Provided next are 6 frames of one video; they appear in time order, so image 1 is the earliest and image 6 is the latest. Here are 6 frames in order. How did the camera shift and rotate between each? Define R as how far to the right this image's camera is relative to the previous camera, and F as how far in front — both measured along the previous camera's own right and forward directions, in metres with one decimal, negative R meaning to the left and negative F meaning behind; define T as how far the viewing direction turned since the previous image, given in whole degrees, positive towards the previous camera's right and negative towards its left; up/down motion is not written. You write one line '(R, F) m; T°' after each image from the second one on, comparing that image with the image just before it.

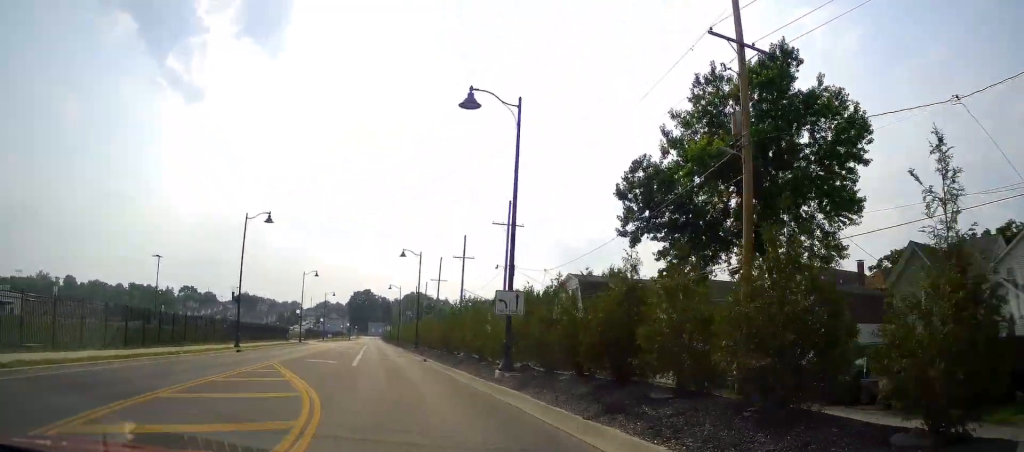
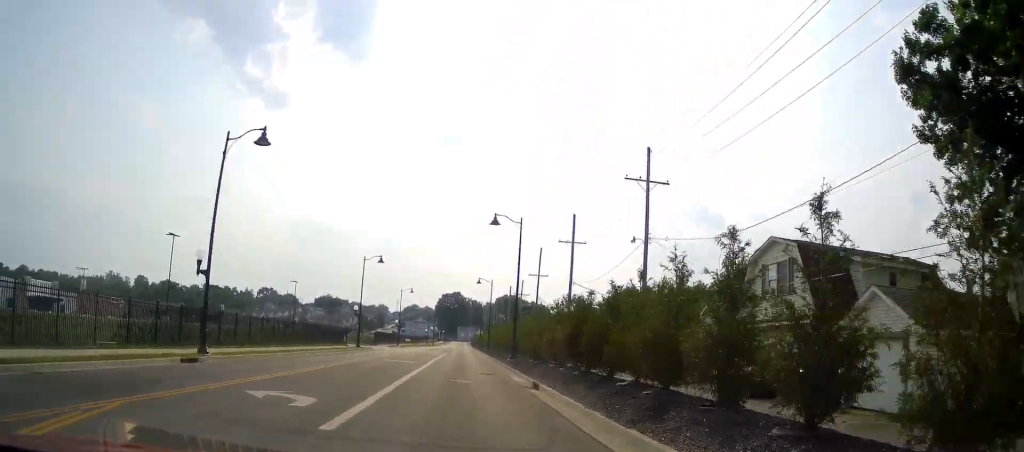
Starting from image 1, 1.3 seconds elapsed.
(-1.2, +15.9) m; -6°
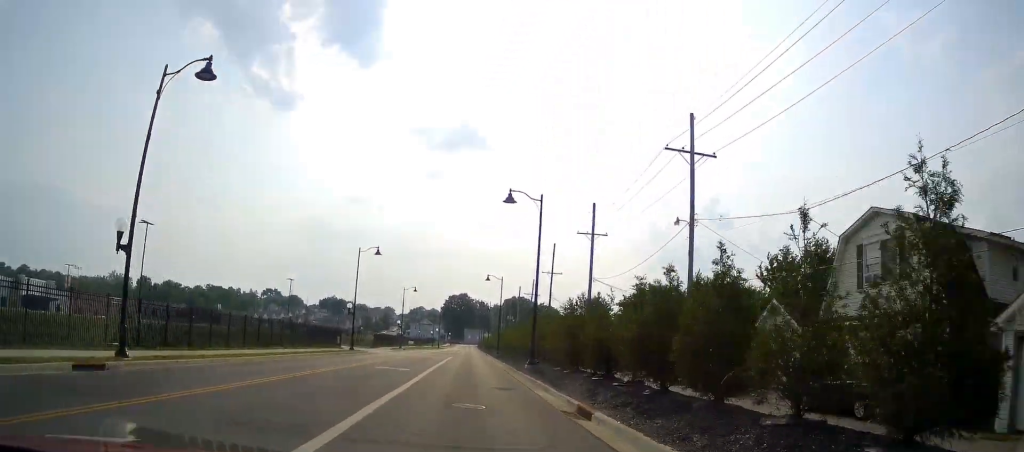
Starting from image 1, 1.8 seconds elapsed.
(0.0, +6.2) m; -2°
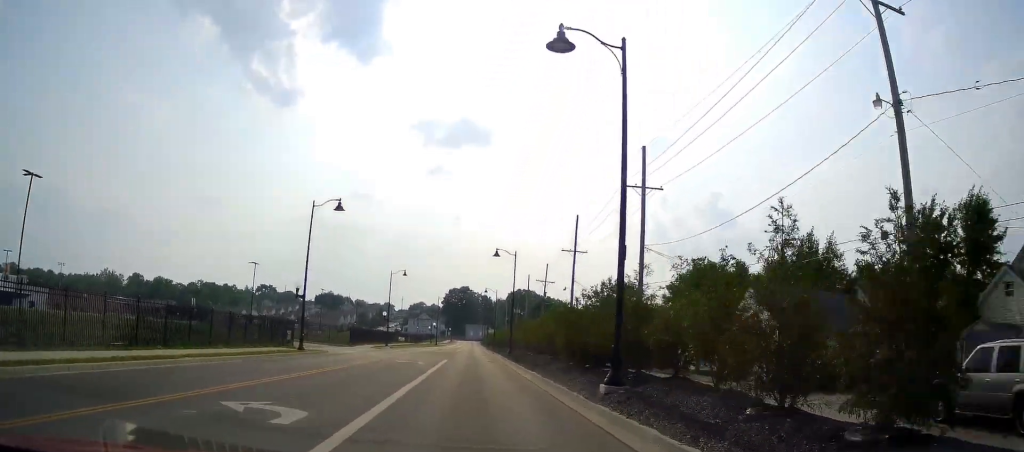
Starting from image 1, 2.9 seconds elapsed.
(-0.9, +15.6) m; -7°
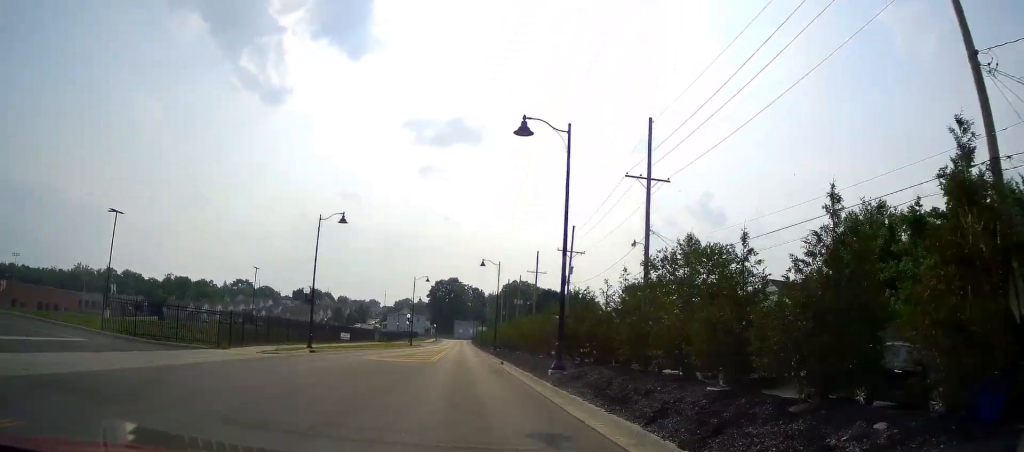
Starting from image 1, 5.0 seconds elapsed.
(-0.4, +31.9) m; +1°
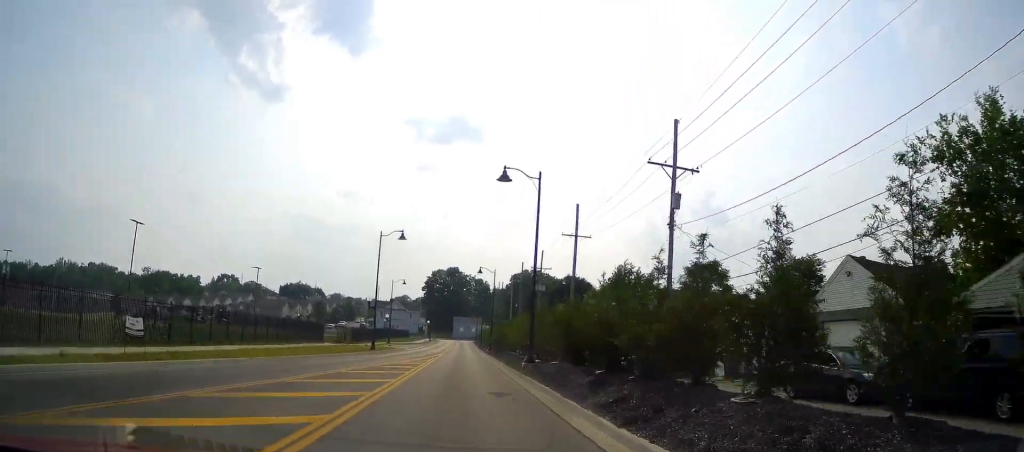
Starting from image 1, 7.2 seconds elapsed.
(-1.5, +34.4) m; -3°
